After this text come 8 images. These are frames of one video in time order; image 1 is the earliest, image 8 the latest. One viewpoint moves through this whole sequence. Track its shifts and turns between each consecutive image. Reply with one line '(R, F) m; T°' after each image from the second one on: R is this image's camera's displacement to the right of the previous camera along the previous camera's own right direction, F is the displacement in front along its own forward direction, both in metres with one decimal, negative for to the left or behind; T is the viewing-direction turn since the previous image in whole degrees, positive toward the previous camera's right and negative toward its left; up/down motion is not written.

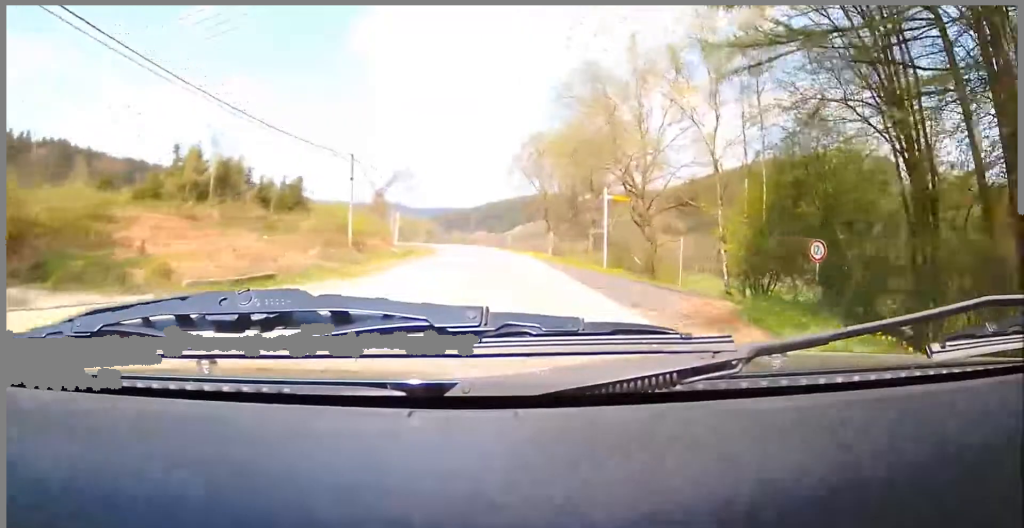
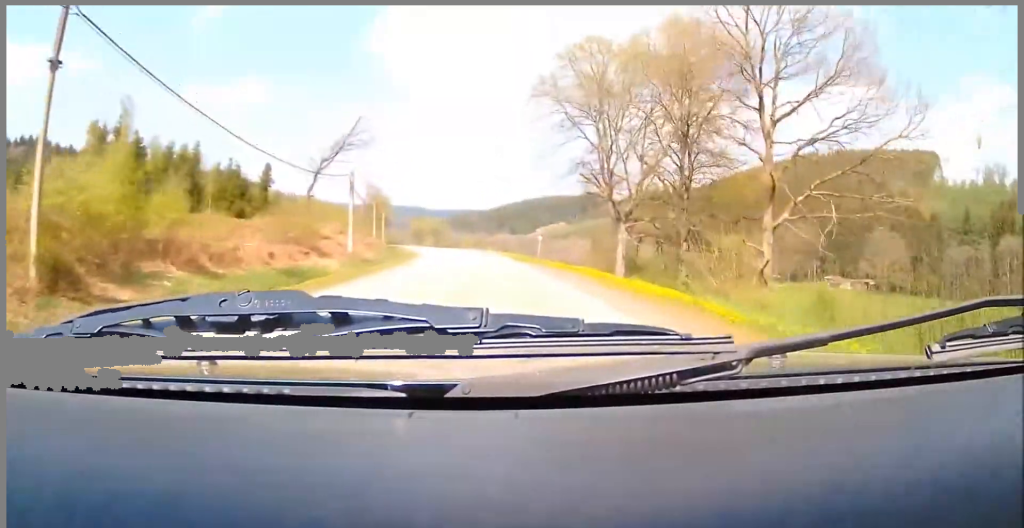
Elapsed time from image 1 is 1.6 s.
(+0.2, +35.2) m; 0°
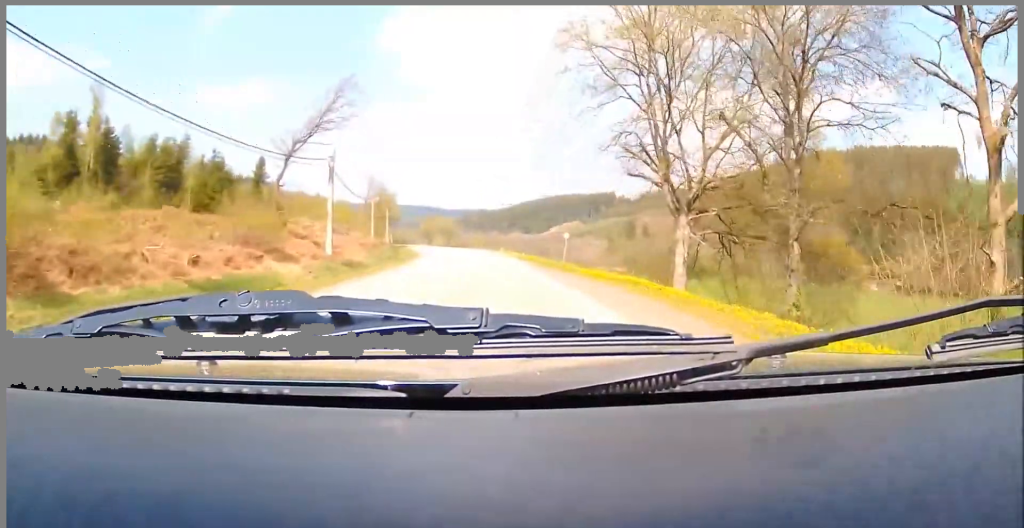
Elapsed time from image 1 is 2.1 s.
(+0.1, +10.2) m; -1°
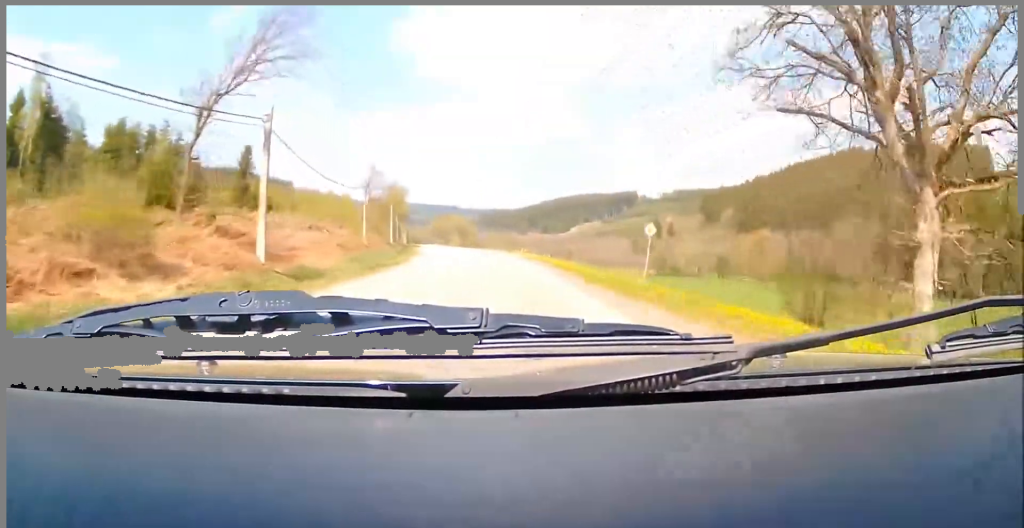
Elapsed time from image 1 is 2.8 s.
(-0.4, +15.3) m; -2°
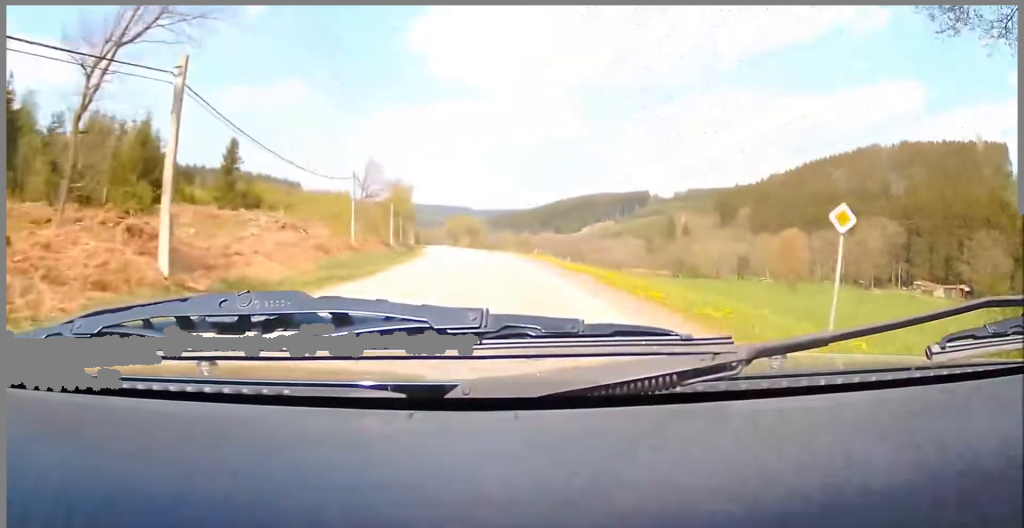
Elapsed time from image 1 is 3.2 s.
(0.0, +9.5) m; -2°
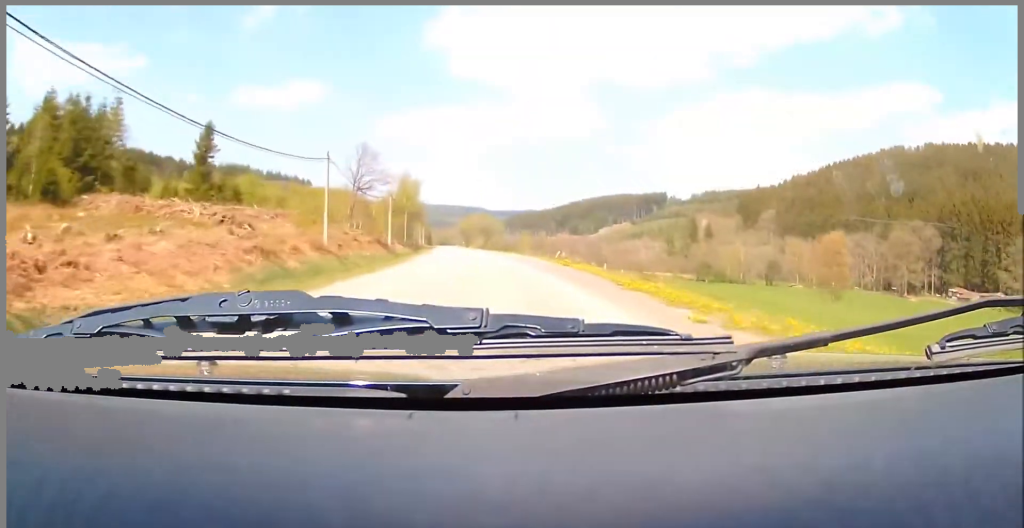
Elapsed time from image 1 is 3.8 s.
(-0.4, +13.4) m; -1°
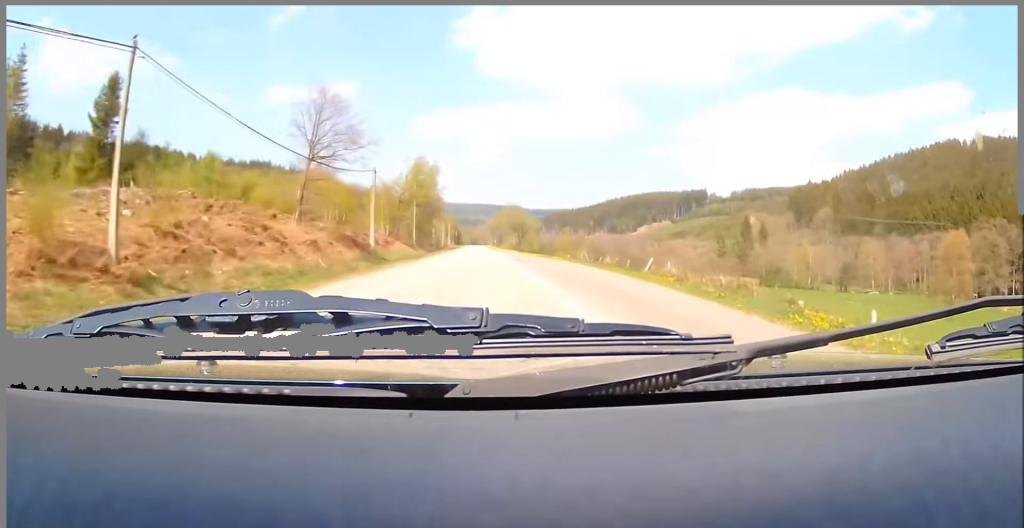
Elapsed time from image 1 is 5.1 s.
(-0.4, +29.1) m; -2°
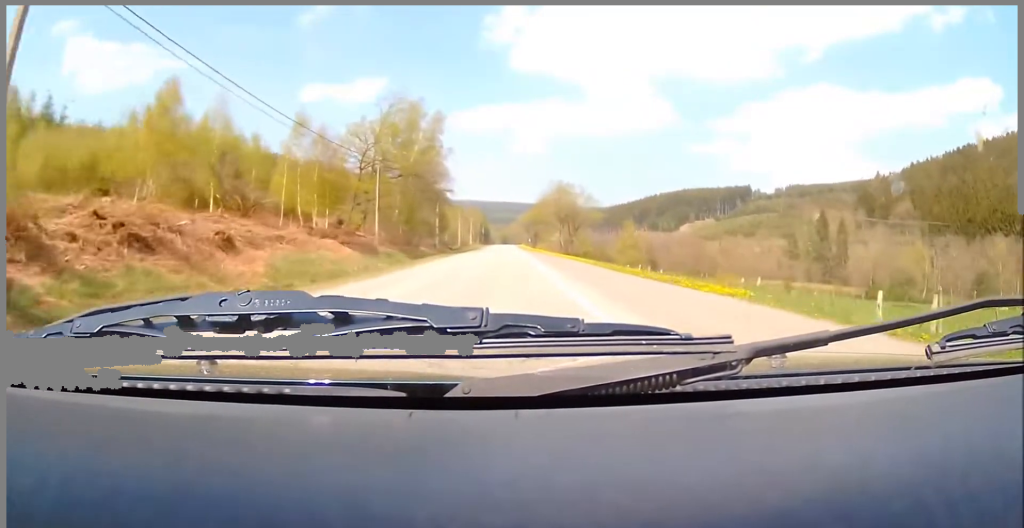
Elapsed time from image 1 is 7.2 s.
(-0.8, +47.6) m; -2°
